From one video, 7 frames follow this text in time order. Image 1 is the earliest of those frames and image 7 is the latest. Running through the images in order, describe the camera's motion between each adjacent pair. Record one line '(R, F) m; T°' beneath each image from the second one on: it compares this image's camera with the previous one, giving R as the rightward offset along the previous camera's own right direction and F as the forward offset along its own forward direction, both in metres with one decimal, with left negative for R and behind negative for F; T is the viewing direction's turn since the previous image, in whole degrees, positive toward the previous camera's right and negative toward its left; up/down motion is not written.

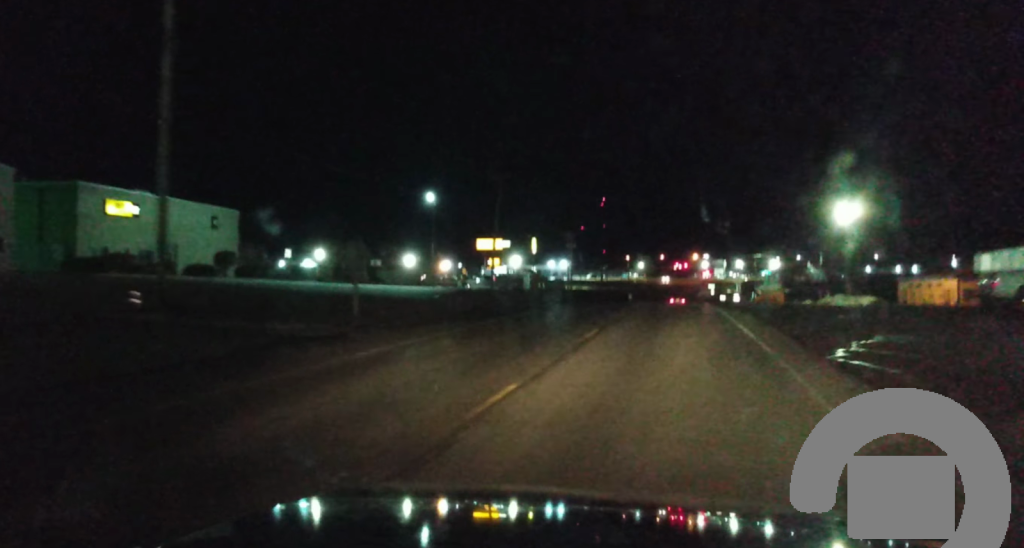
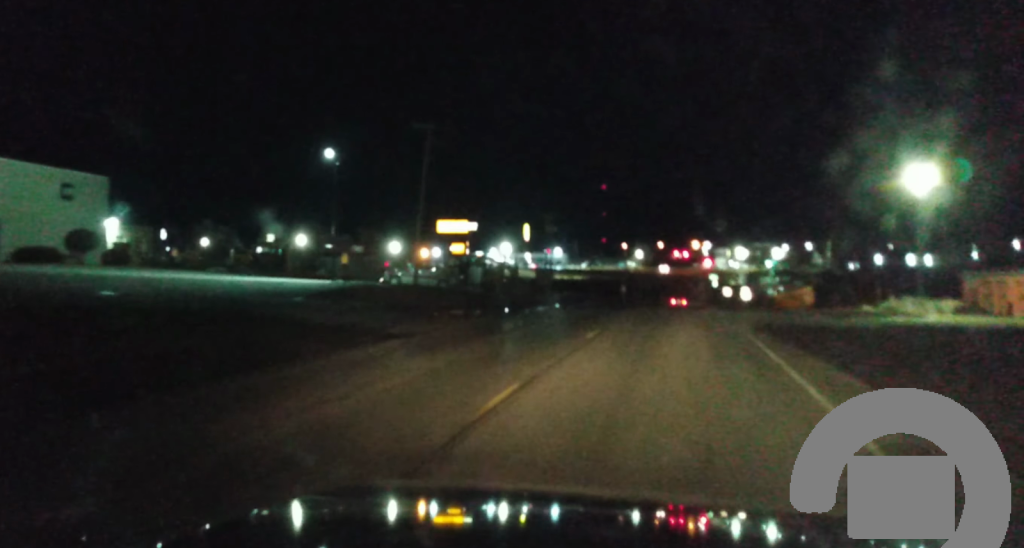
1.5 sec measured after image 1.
(-0.6, +24.4) m; 0°
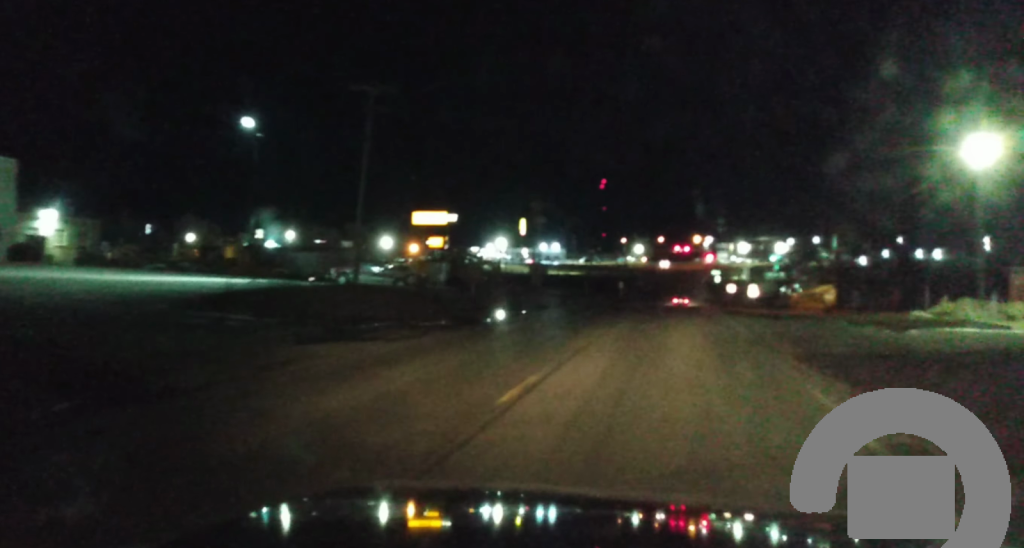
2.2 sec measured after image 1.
(0.0, +10.9) m; +2°
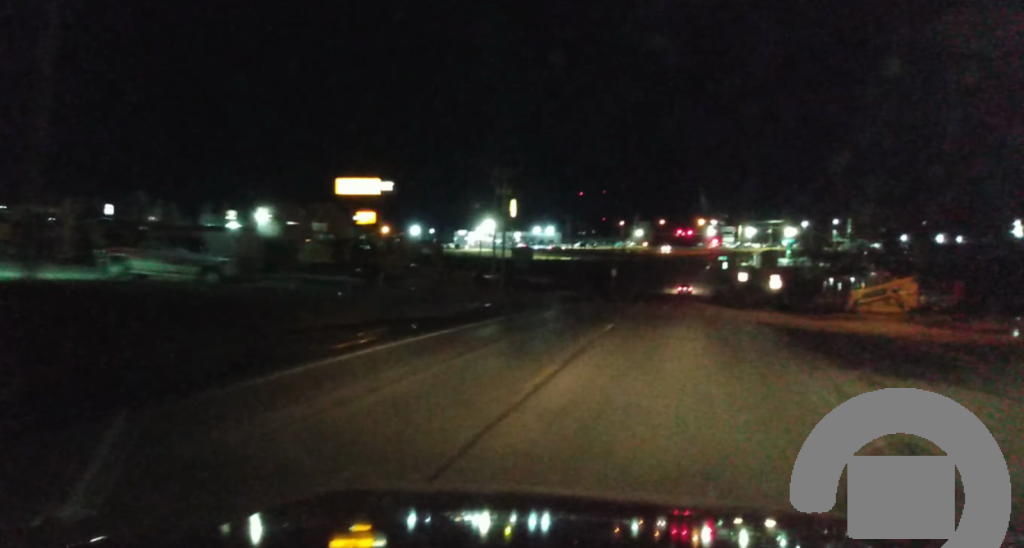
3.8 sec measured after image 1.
(+1.0, +23.8) m; +1°
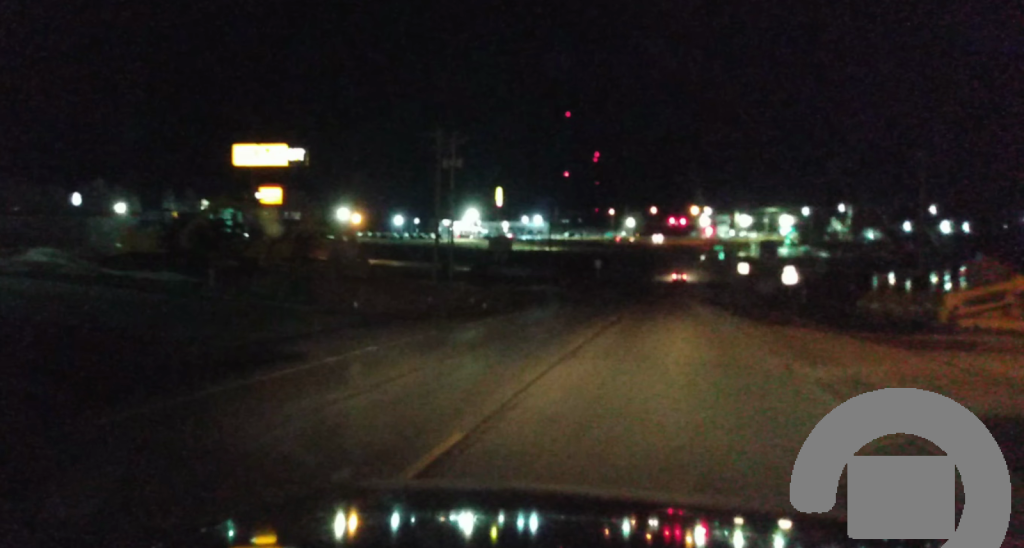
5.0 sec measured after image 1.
(-0.5, +18.6) m; -1°
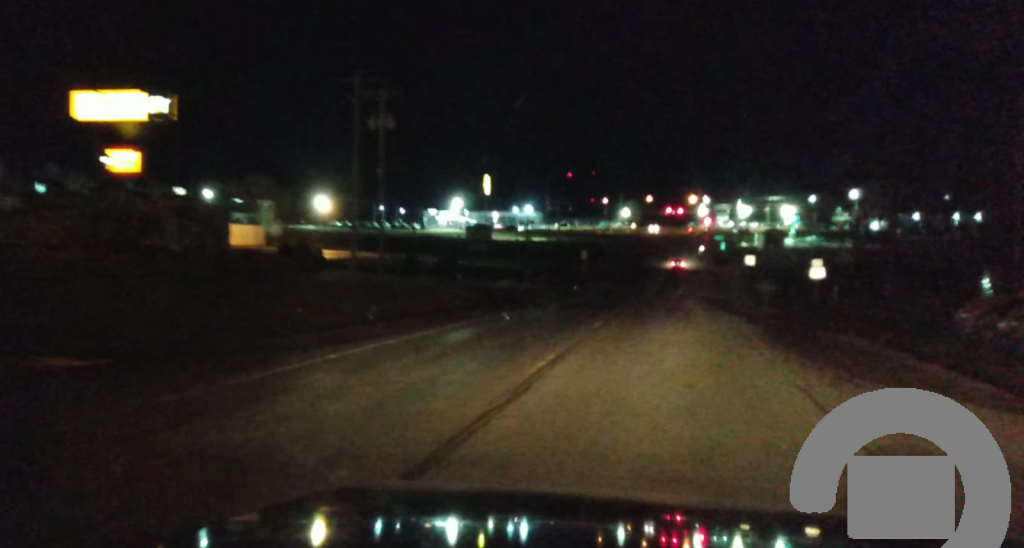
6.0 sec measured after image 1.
(+0.2, +15.8) m; +3°
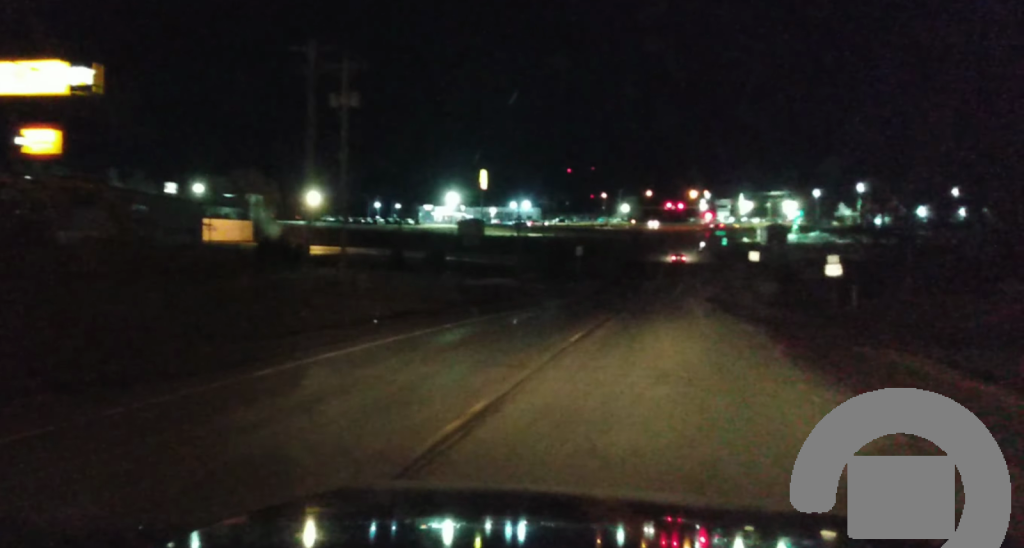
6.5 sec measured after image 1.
(+0.2, +6.4) m; +1°
